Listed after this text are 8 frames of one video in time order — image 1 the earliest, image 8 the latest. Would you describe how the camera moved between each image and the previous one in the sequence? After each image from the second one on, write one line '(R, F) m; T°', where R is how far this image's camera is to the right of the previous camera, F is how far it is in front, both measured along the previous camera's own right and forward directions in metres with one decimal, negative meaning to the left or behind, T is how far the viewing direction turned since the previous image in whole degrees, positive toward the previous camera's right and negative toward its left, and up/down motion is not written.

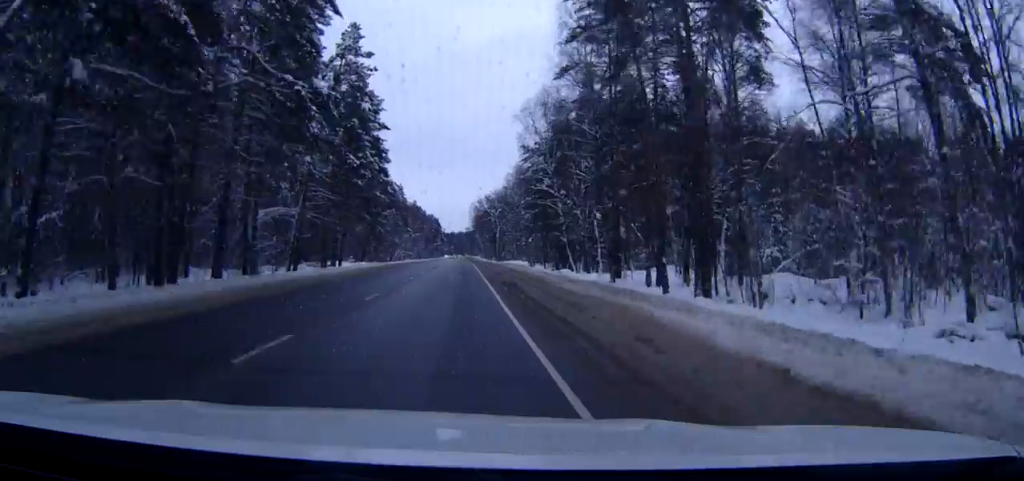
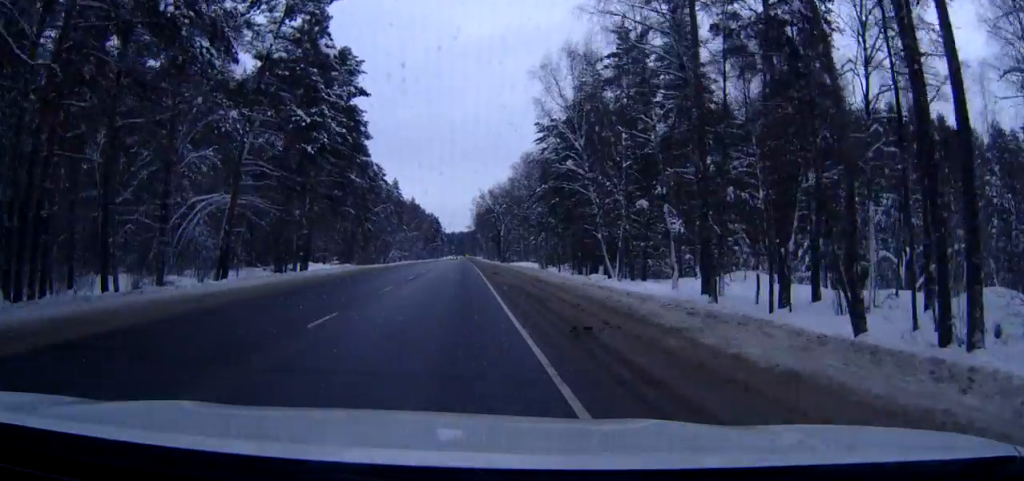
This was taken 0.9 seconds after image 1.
(0.0, +19.7) m; 0°
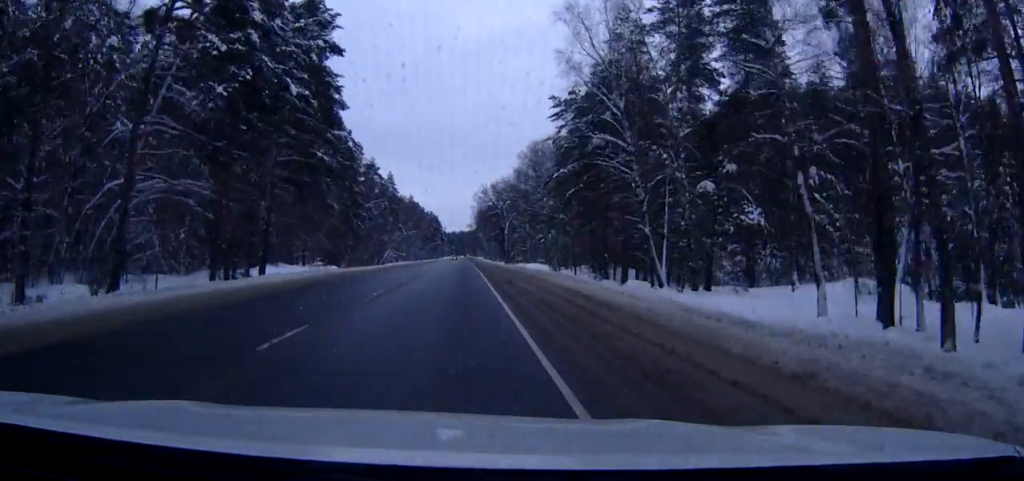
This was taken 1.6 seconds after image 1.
(+0.1, +15.3) m; +1°
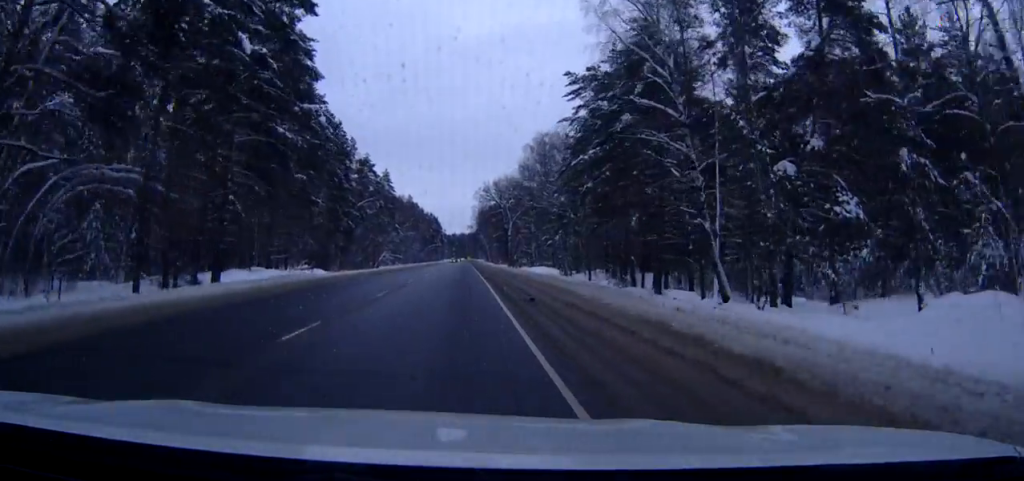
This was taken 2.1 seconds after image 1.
(+0.1, +10.8) m; 0°
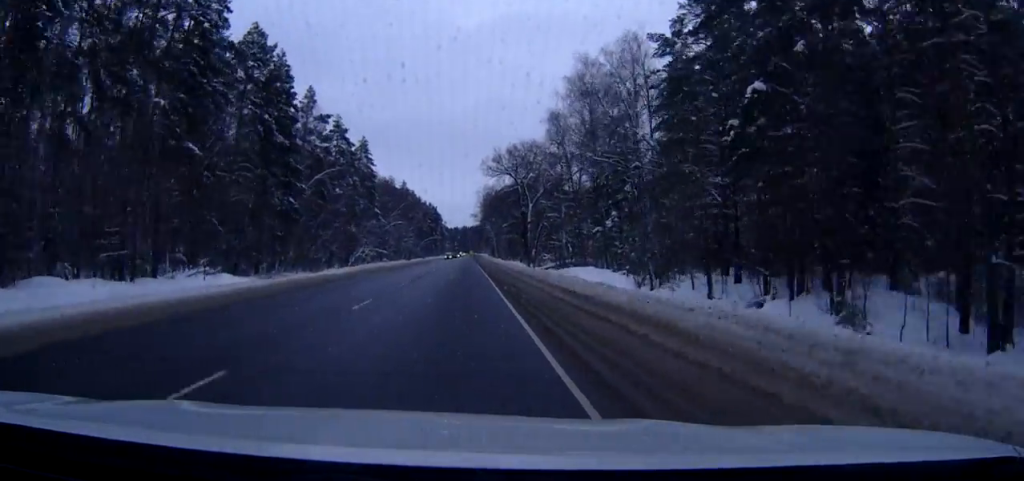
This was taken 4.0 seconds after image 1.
(-0.2, +41.8) m; -1°
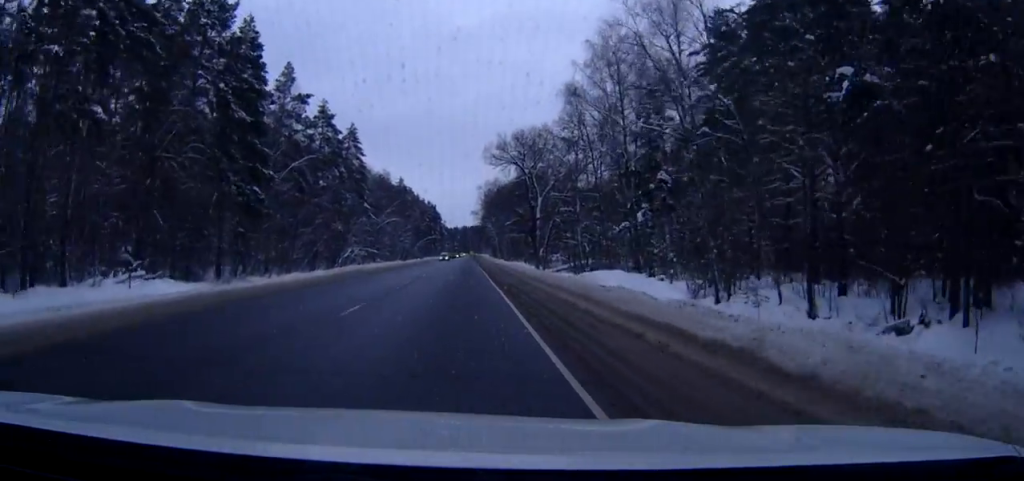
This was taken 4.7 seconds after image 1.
(0.0, +13.7) m; 0°
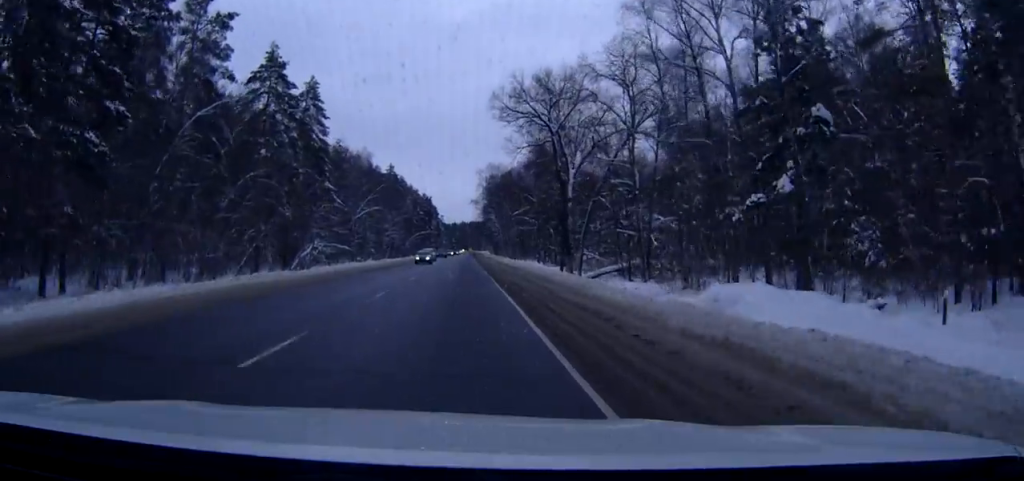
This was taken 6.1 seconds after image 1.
(-0.2, +31.1) m; 0°
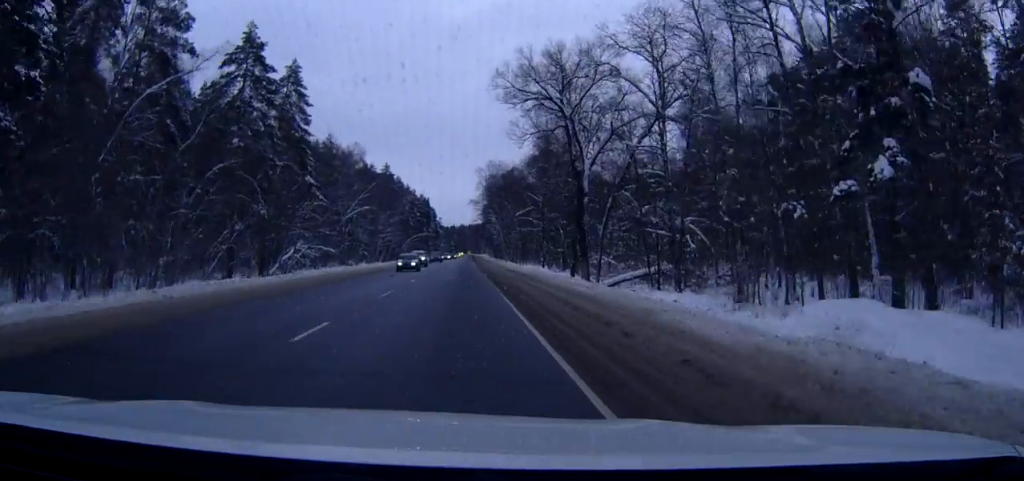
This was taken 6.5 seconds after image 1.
(0.0, +9.4) m; 0°
